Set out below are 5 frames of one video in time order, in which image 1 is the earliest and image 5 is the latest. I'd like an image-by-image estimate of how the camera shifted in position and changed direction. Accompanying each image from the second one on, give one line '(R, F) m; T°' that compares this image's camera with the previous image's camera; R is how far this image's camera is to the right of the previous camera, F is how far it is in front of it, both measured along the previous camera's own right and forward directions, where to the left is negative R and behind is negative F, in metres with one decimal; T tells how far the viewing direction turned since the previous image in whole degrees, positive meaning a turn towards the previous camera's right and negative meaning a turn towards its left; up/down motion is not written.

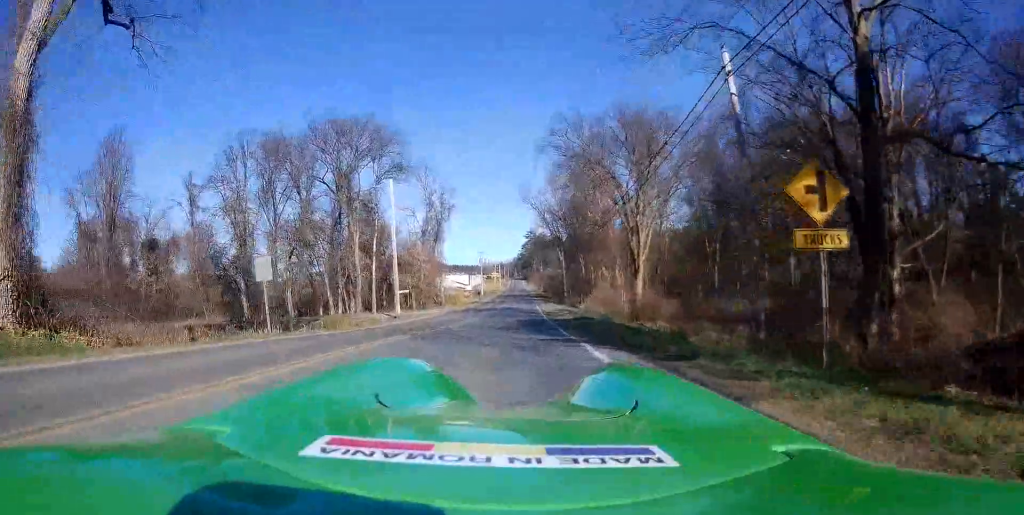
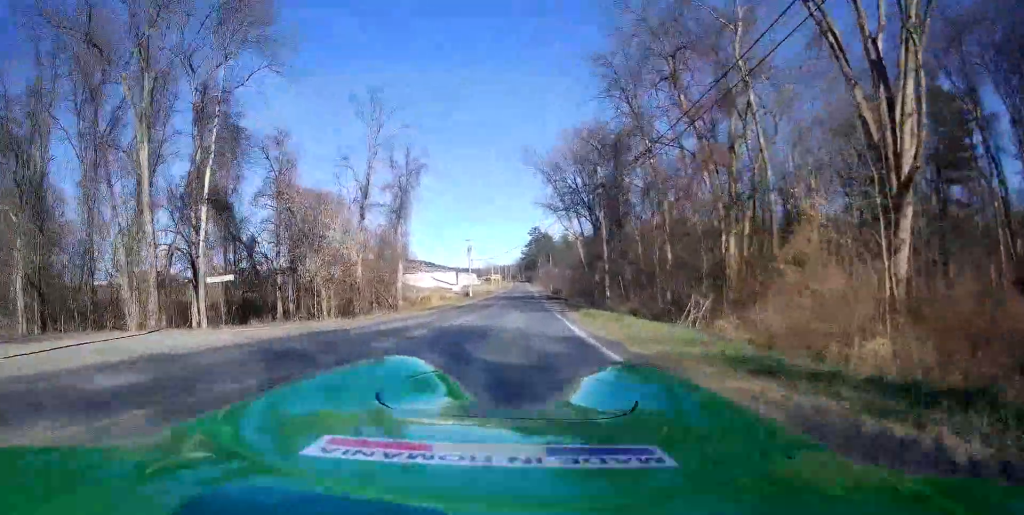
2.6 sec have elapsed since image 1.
(-1.3, +36.7) m; -3°
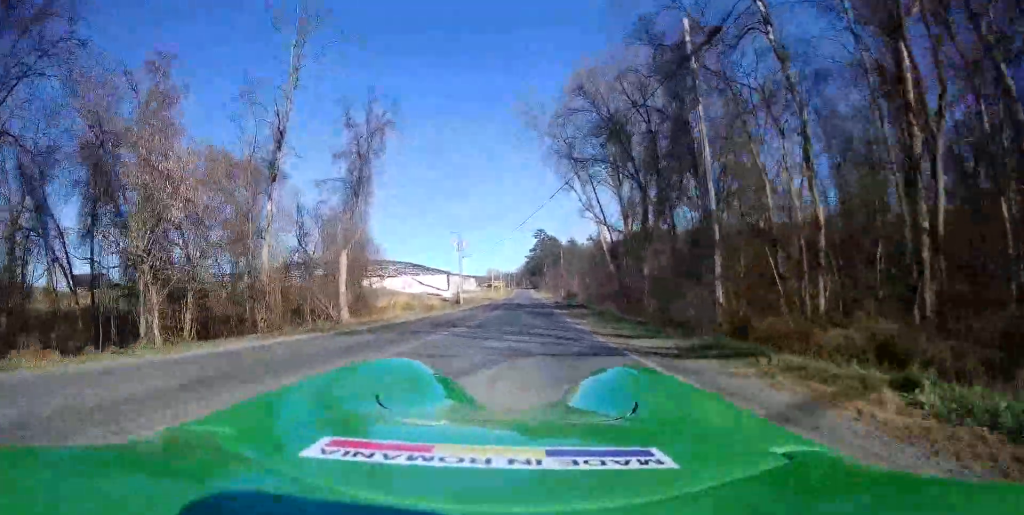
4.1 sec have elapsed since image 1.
(-0.2, +22.1) m; 0°
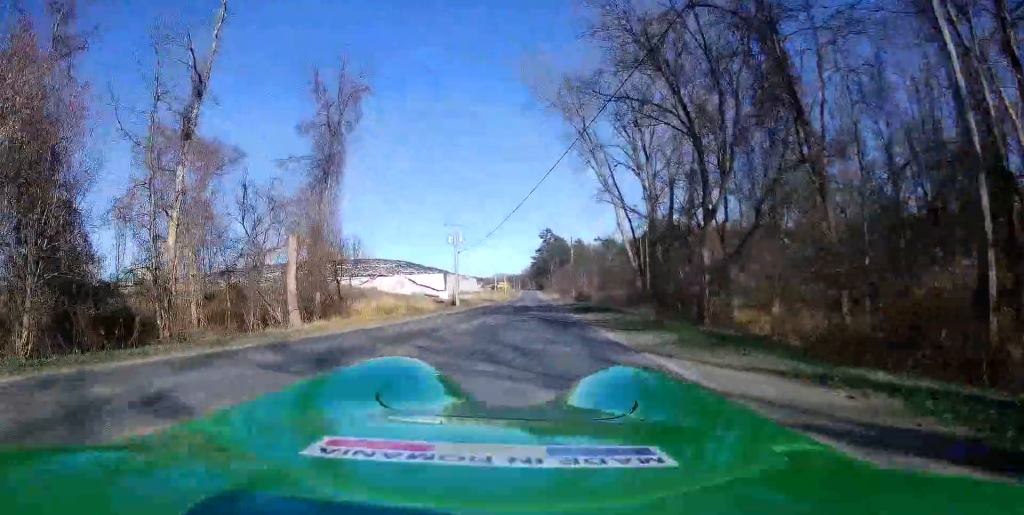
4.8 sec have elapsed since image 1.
(+0.2, +11.2) m; +1°
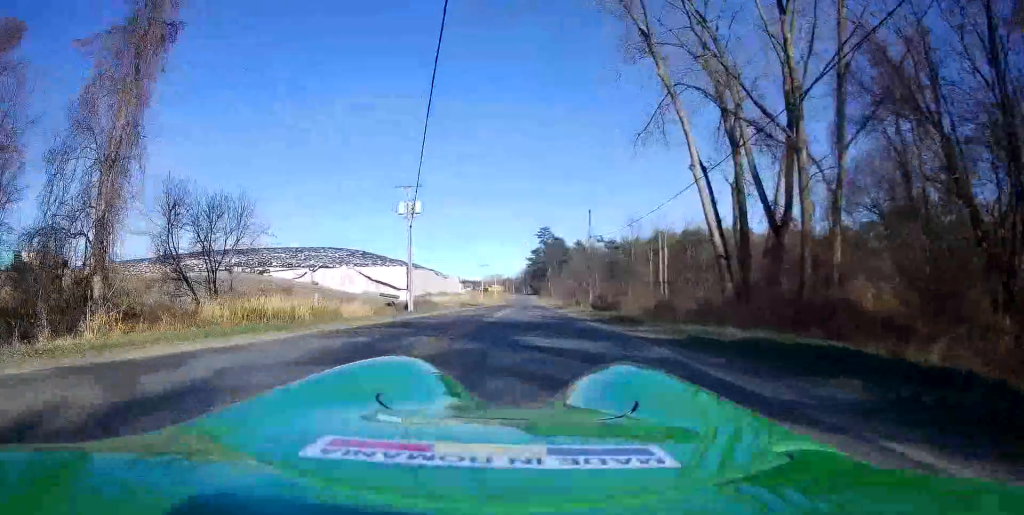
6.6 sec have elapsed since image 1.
(+0.3, +27.0) m; +1°
